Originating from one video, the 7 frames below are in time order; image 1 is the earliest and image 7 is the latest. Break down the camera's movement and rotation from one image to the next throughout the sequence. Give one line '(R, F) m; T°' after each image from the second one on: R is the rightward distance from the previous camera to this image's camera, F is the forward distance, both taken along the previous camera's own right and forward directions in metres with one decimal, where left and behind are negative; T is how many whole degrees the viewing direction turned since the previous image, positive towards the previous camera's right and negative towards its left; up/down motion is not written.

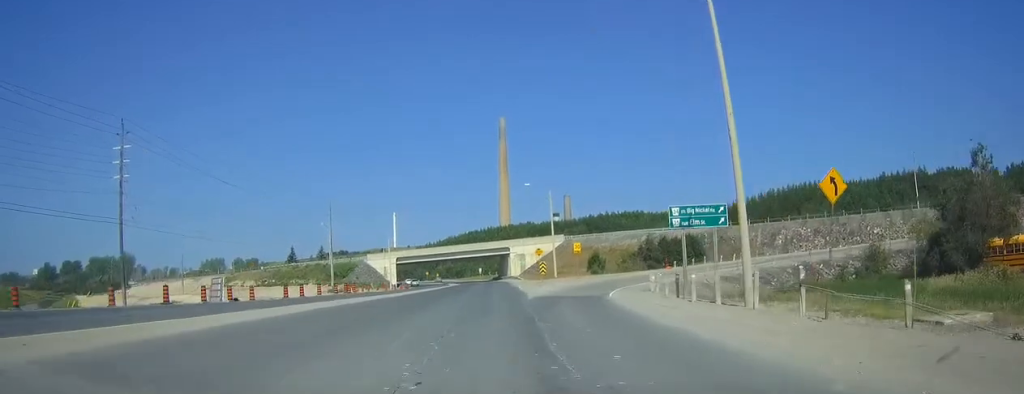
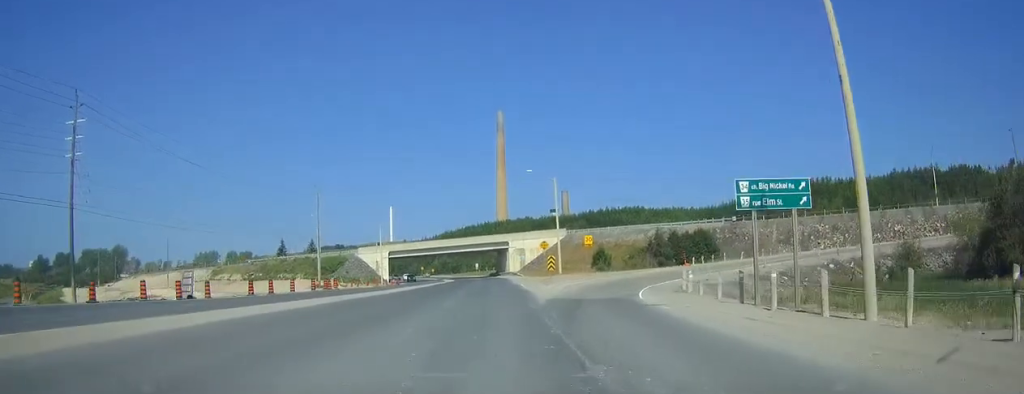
(+0.1, +7.5) m; 0°
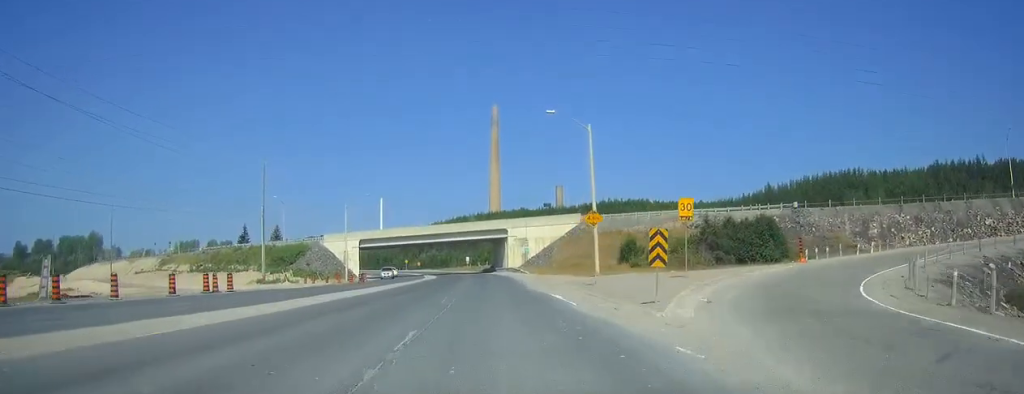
(+0.1, +25.2) m; +1°
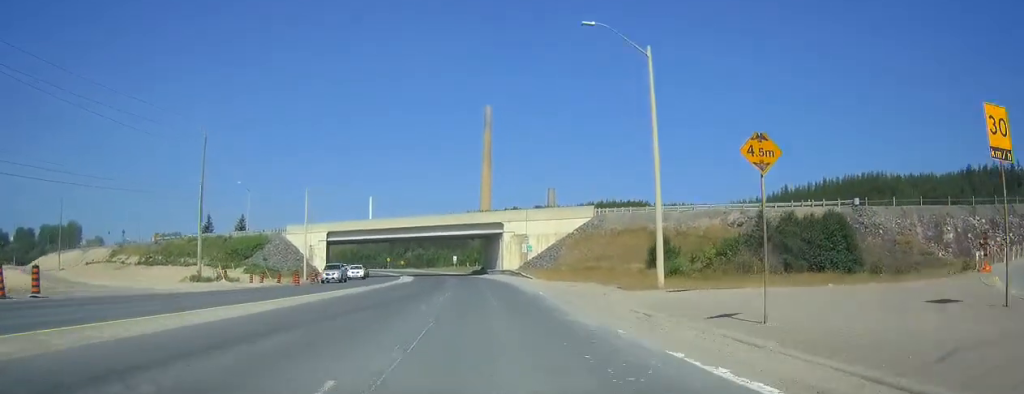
(+0.1, +18.3) m; 0°
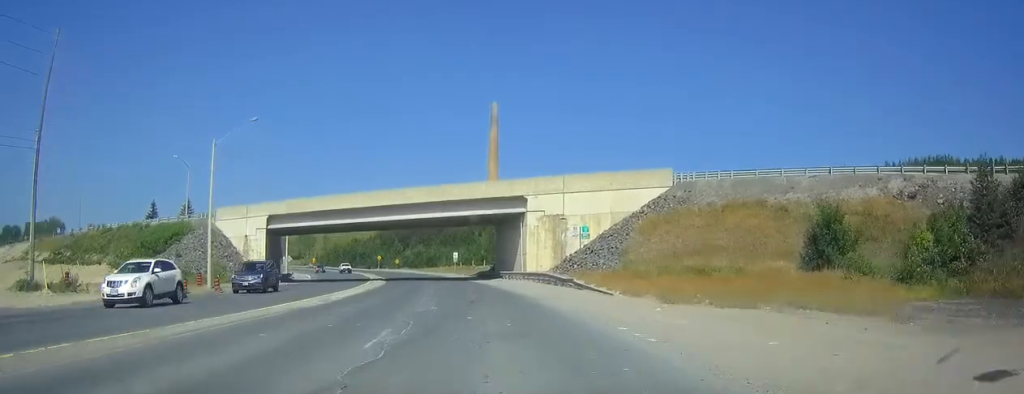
(+0.1, +30.4) m; 0°
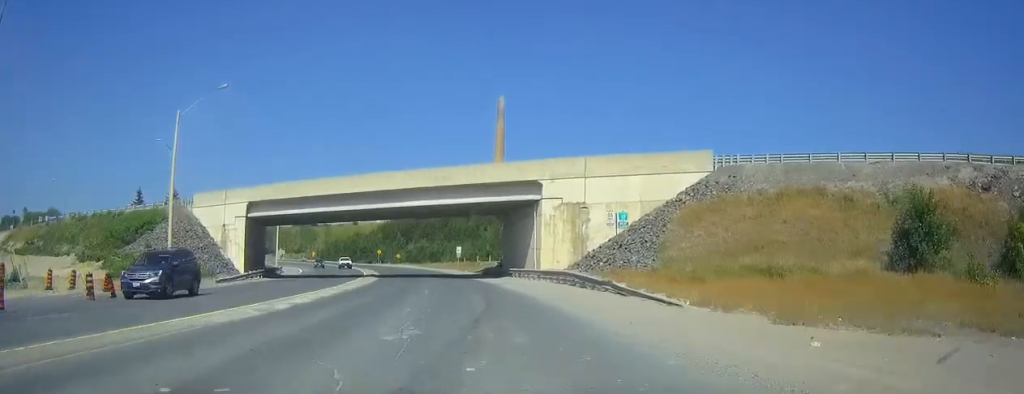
(0.0, +7.7) m; 0°
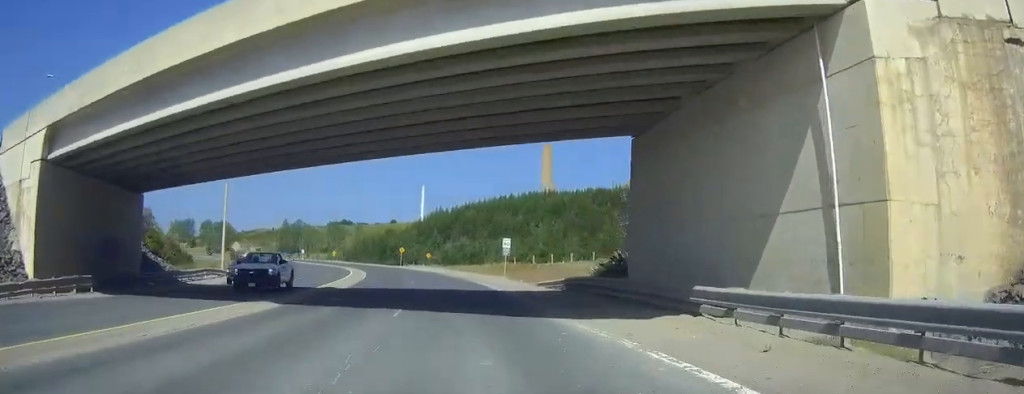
(-0.6, +36.9) m; -3°
